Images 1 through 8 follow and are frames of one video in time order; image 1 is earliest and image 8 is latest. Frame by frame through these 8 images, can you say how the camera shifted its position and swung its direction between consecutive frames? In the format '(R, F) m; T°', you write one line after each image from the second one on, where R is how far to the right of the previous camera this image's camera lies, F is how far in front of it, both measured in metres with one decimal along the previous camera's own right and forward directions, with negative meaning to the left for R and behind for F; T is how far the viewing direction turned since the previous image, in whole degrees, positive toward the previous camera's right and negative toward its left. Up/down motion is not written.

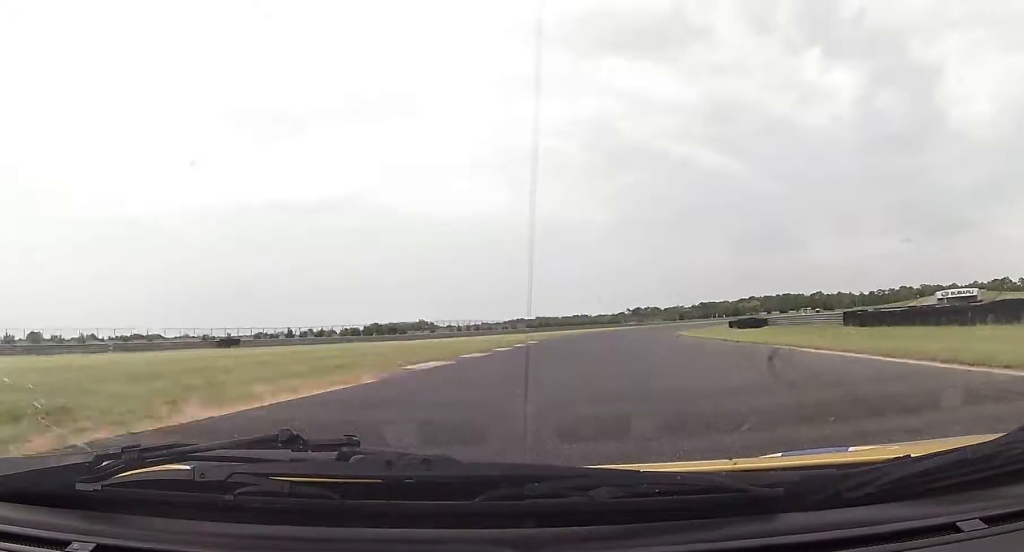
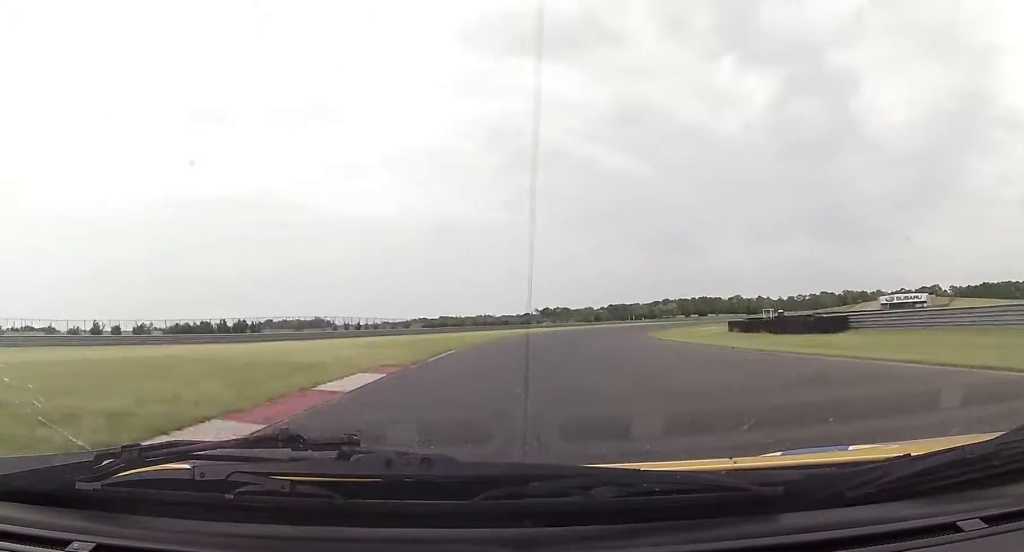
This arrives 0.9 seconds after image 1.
(+2.5, +33.2) m; +7°
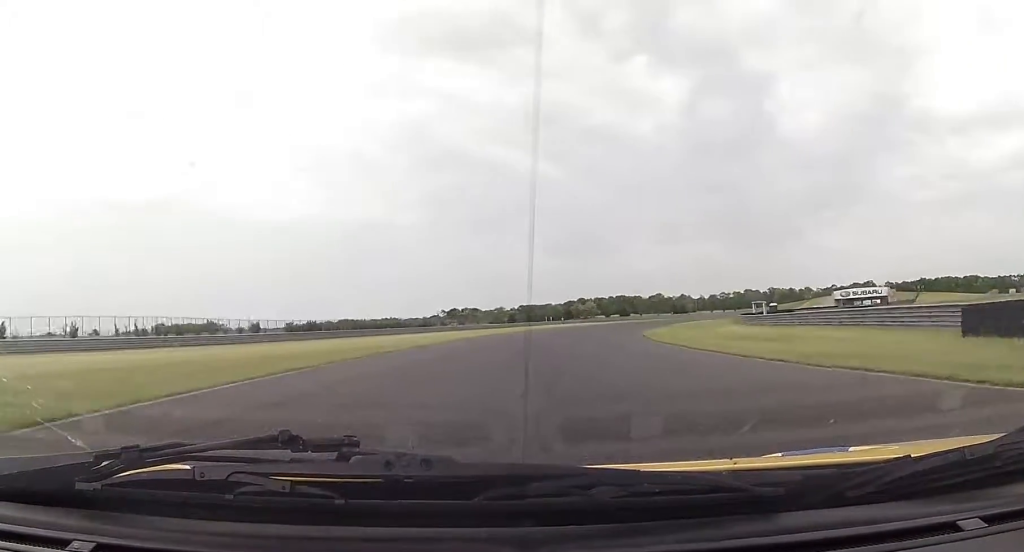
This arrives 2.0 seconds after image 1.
(+2.5, +40.2) m; +8°
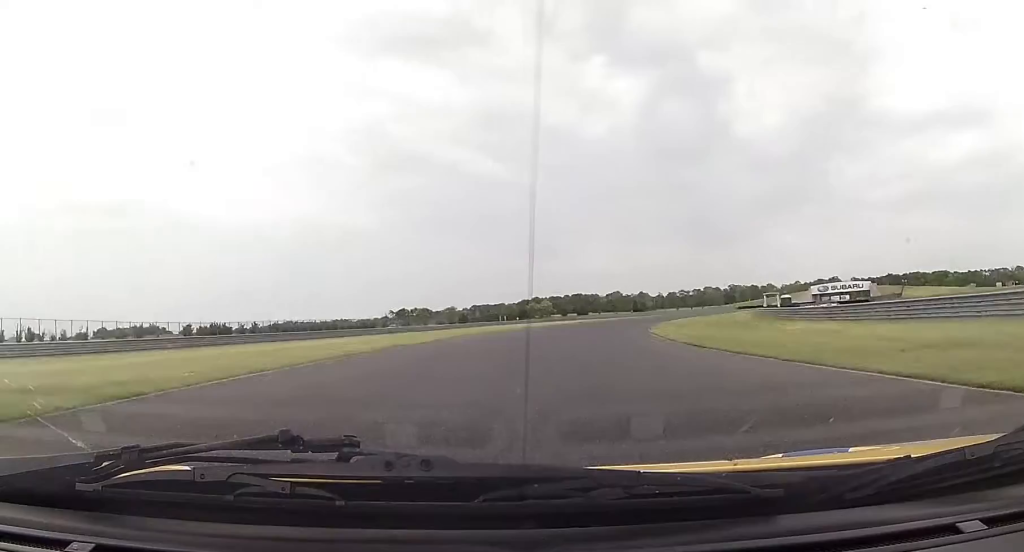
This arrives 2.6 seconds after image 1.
(+0.8, +22.1) m; +4°
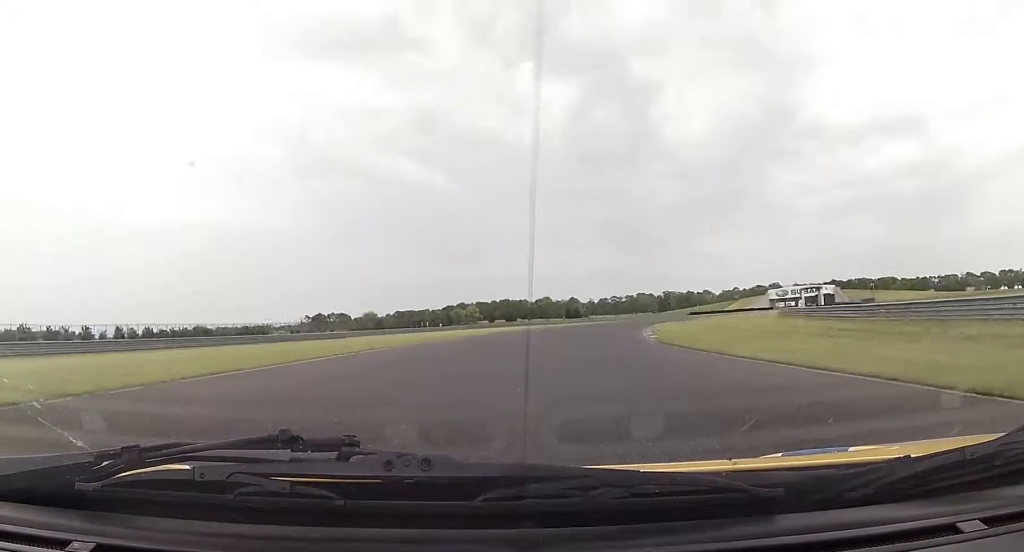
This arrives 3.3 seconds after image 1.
(+1.2, +29.0) m; +5°
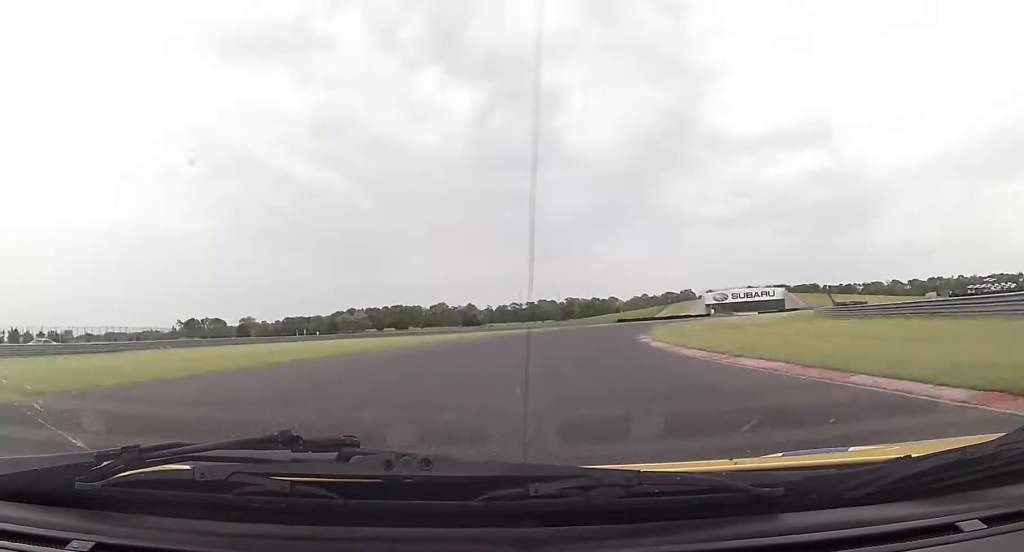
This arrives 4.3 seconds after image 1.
(+2.3, +39.8) m; +7°
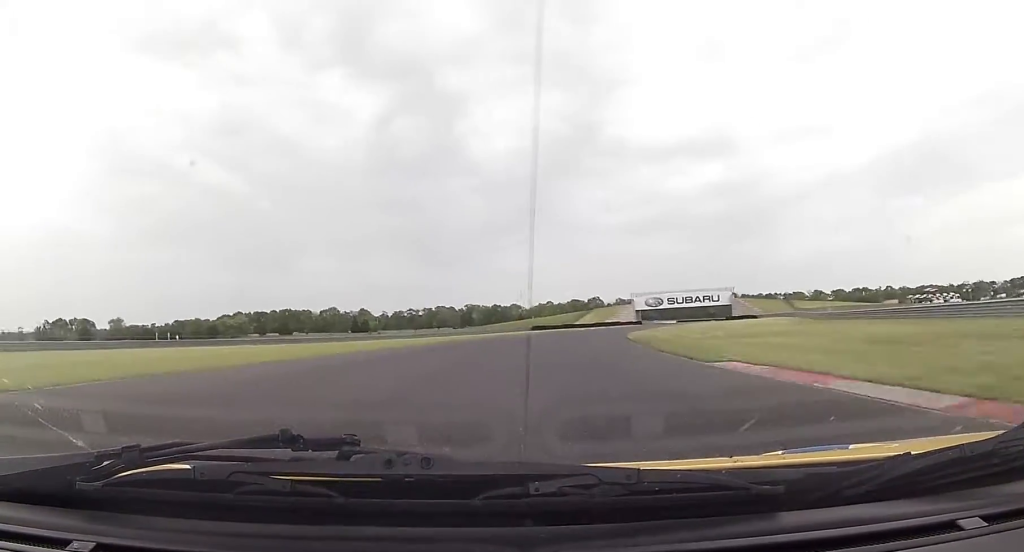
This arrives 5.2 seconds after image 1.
(+2.3, +36.5) m; +8°
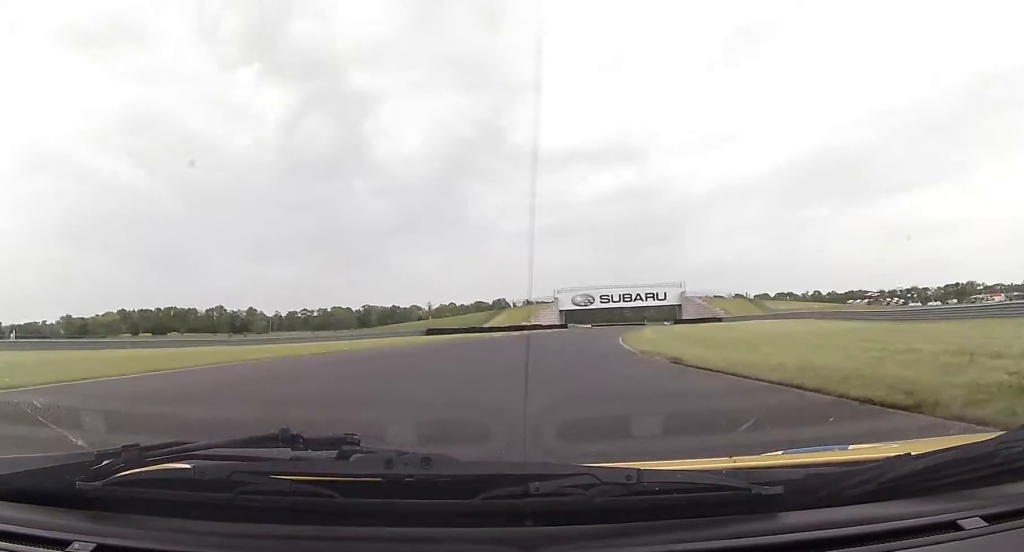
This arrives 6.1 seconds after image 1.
(+3.3, +37.1) m; +8°
